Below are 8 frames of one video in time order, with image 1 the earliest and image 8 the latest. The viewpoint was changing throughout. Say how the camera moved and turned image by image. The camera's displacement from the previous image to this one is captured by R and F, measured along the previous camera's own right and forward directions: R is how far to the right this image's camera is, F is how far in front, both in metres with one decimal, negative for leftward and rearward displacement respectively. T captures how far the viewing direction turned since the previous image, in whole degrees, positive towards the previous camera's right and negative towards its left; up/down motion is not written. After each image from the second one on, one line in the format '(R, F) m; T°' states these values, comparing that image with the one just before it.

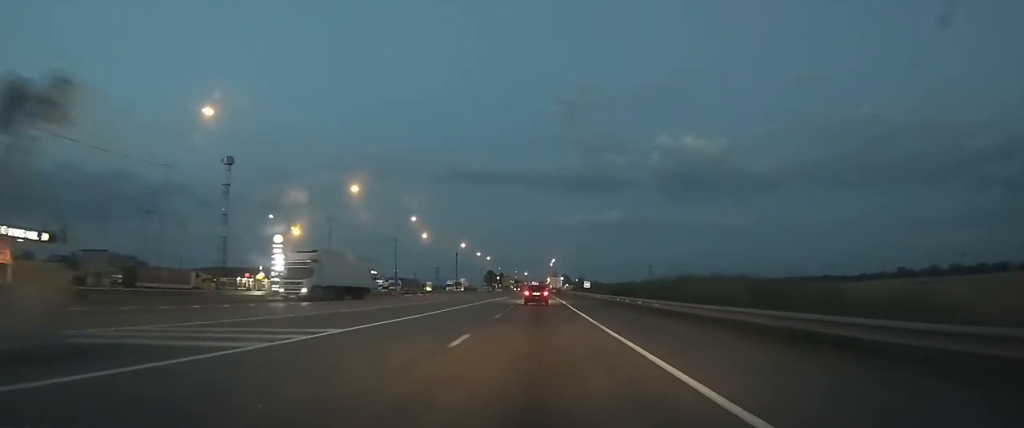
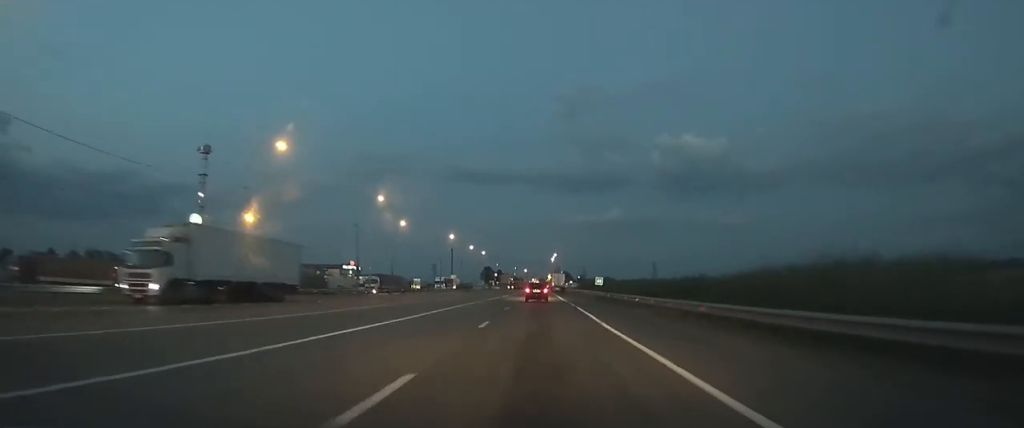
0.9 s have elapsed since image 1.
(0.0, +19.3) m; 0°
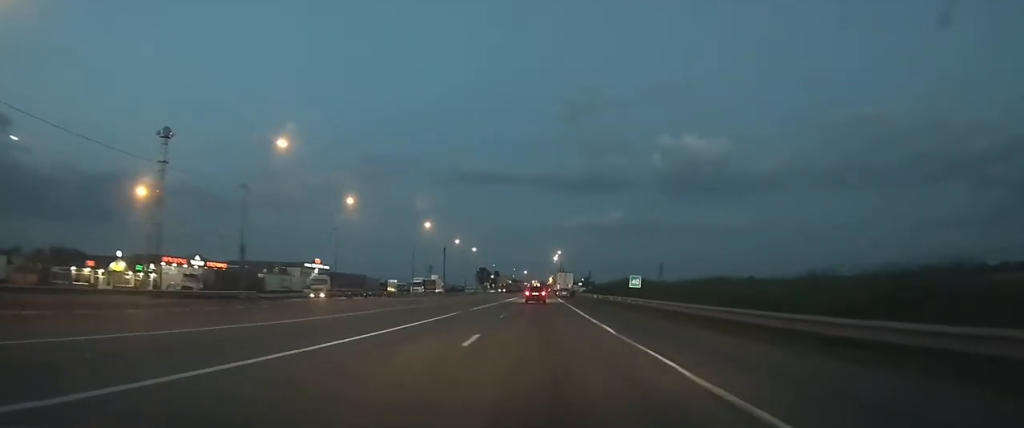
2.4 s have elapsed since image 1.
(0.0, +29.9) m; 0°
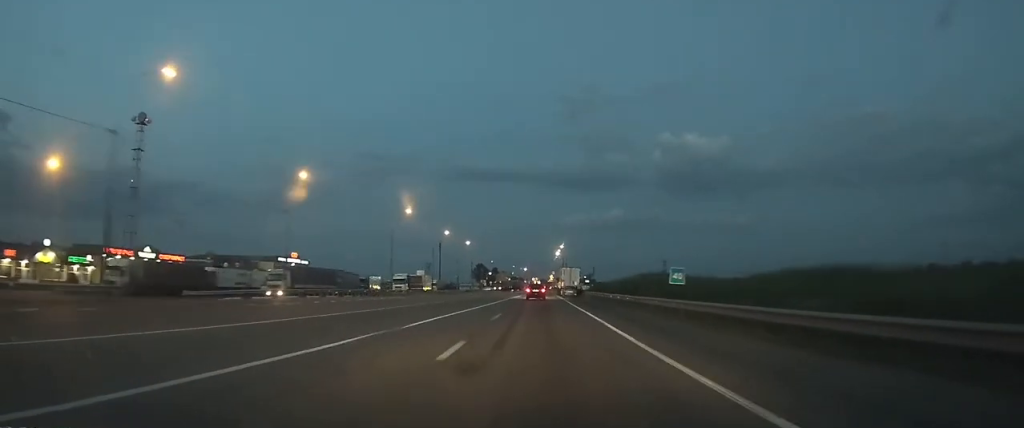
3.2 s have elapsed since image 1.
(0.0, +16.2) m; 0°
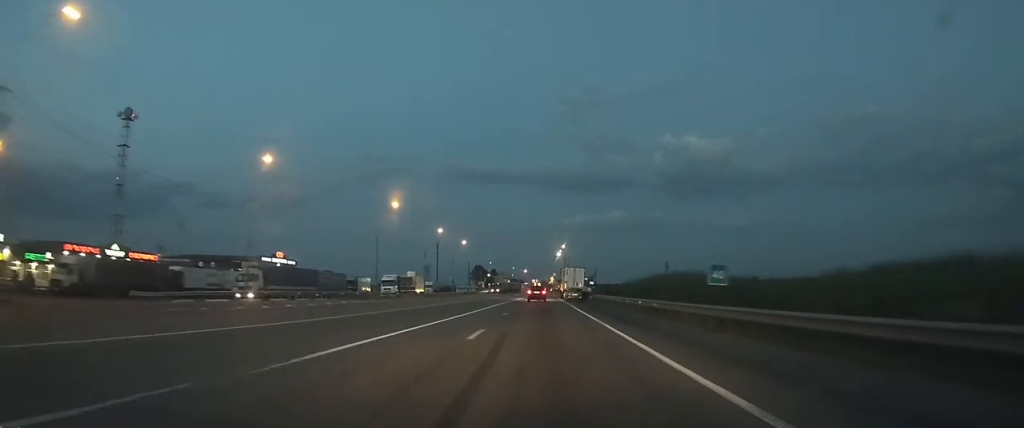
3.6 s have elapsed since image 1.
(0.0, +8.7) m; 0°
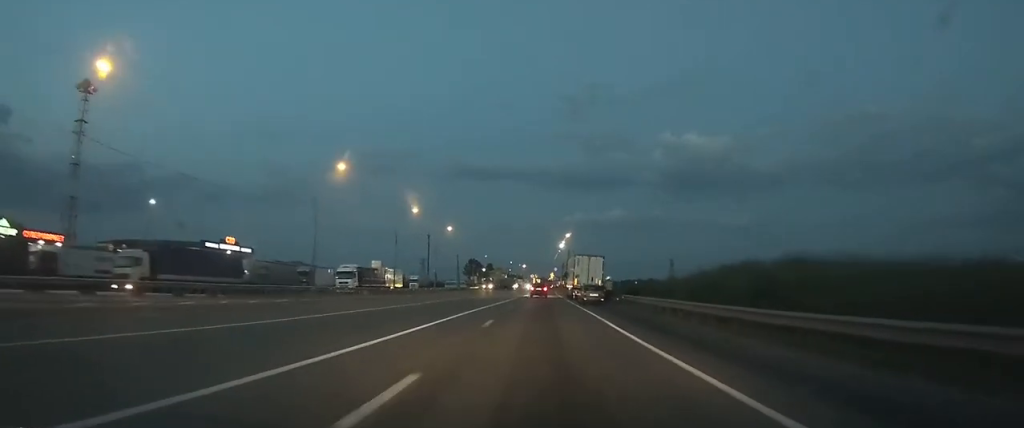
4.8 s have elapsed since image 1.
(-0.1, +23.8) m; 0°
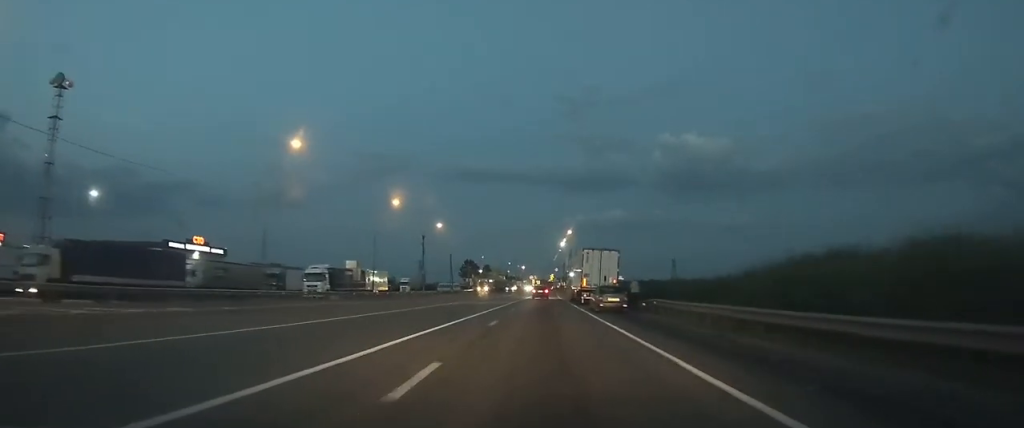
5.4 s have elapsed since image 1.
(0.0, +11.7) m; 0°
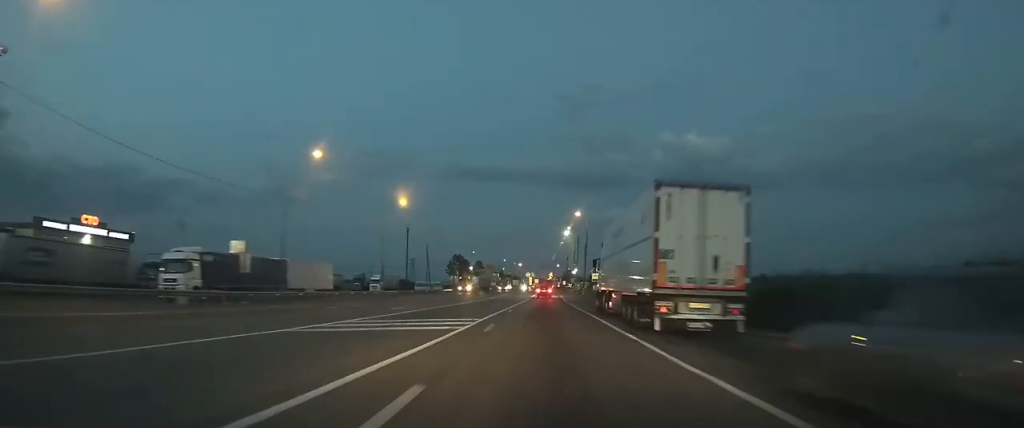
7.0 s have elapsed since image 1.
(-0.2, +29.2) m; -1°
